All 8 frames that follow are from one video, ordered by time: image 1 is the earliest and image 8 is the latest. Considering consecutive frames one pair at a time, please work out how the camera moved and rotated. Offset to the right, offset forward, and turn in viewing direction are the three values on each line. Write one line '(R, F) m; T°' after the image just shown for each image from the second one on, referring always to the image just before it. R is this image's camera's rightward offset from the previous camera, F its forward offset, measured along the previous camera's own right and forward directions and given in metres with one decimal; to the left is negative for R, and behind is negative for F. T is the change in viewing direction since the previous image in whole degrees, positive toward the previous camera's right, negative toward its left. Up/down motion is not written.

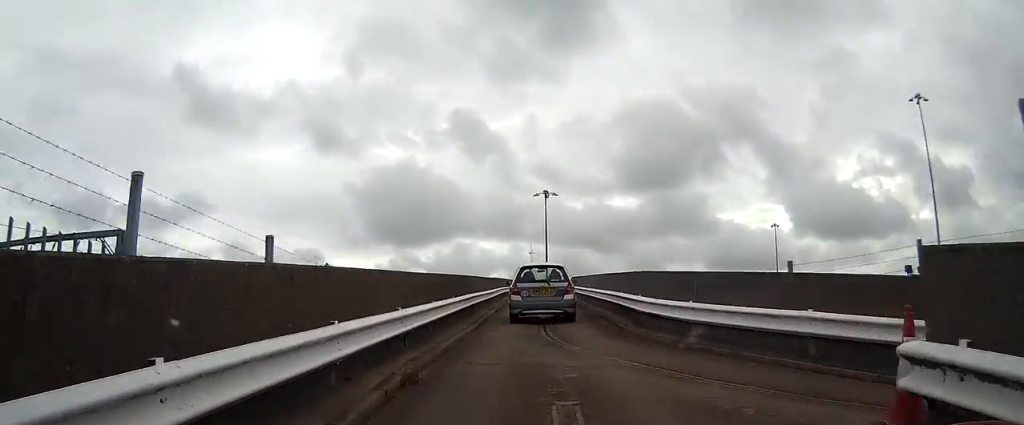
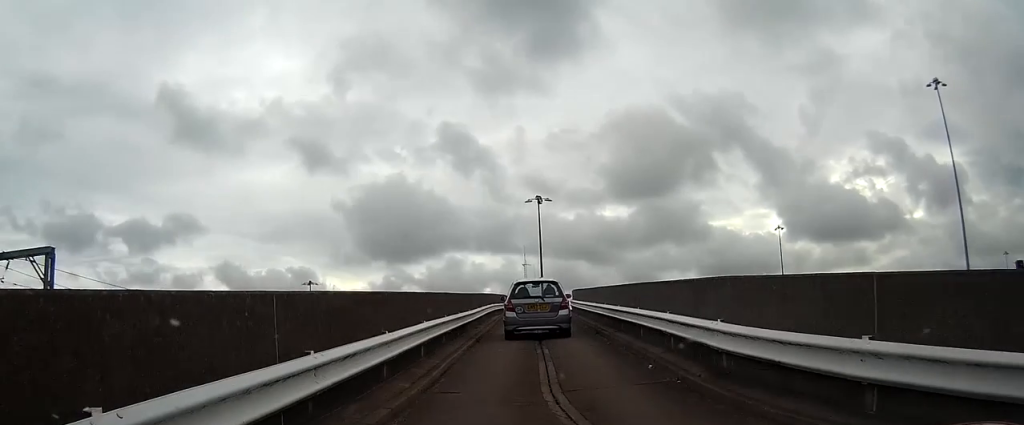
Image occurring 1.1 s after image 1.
(+0.1, +7.2) m; -1°
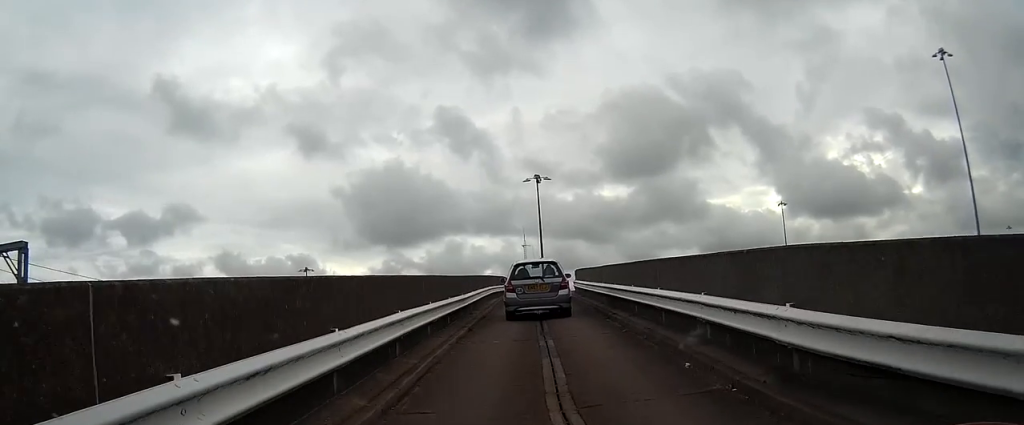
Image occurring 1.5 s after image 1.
(0.0, +2.5) m; 0°
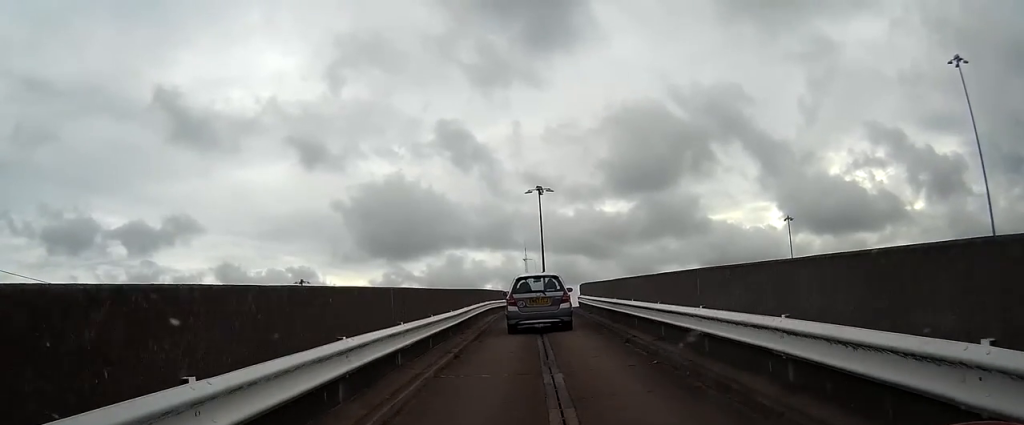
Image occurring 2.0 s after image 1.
(-0.1, +3.1) m; 0°
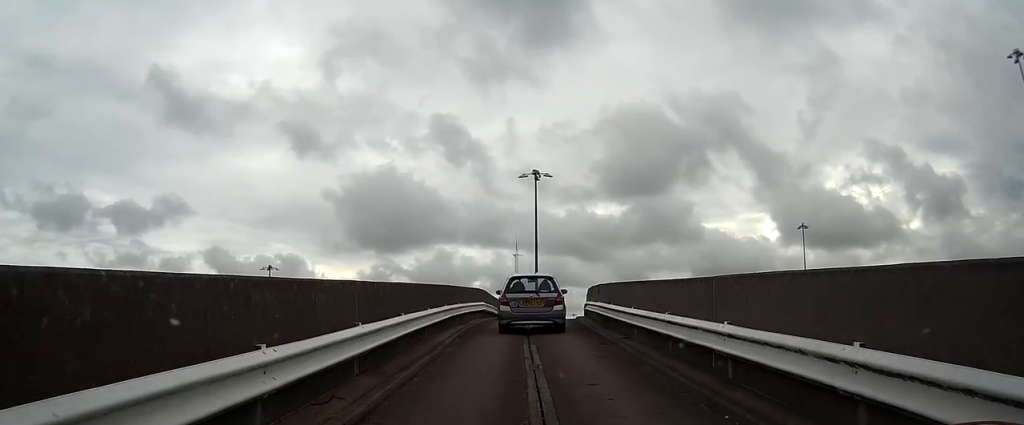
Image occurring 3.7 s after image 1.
(+0.3, +11.2) m; +3°
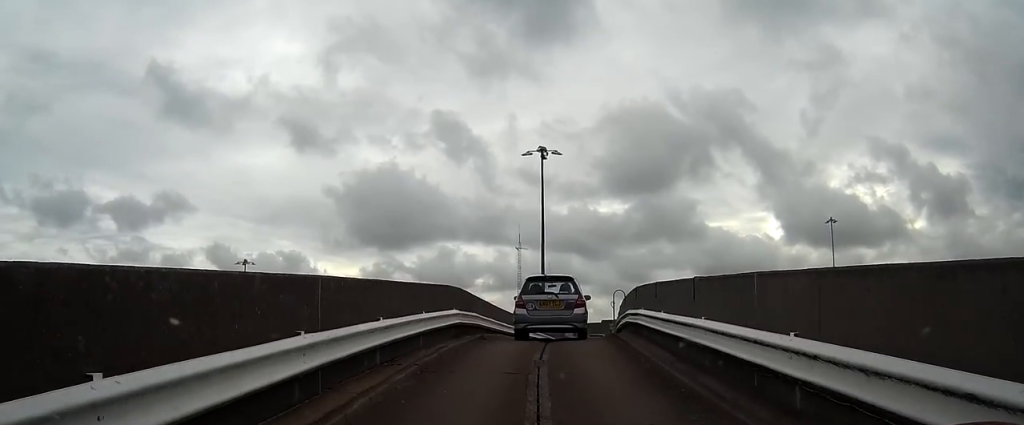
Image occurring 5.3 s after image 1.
(+0.2, +11.4) m; 0°
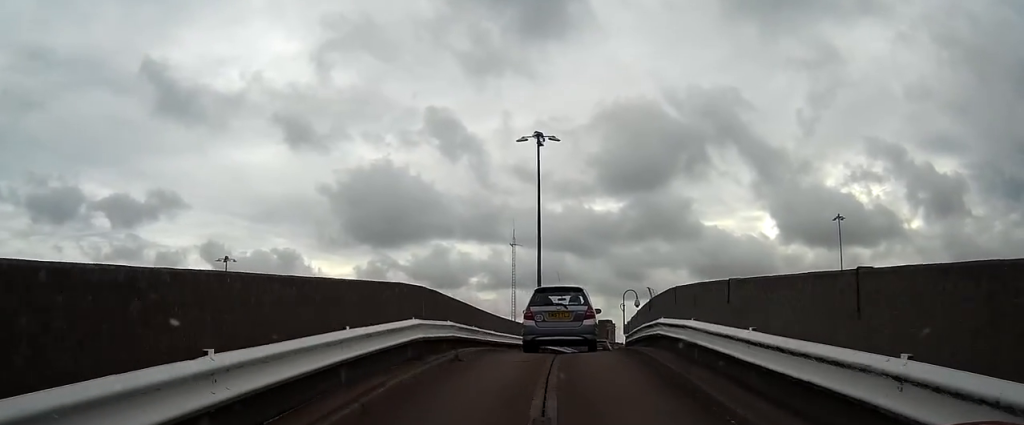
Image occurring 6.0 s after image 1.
(-0.1, +5.2) m; +1°
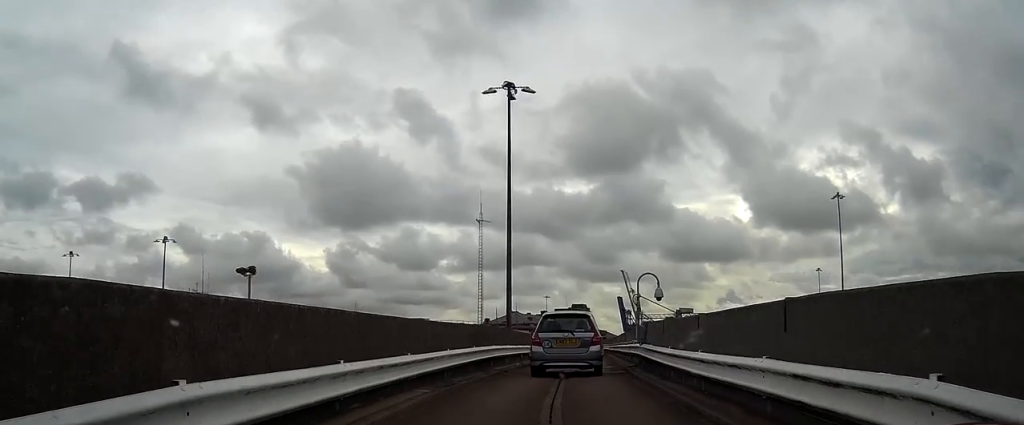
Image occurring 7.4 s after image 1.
(+0.4, +10.3) m; +4°
